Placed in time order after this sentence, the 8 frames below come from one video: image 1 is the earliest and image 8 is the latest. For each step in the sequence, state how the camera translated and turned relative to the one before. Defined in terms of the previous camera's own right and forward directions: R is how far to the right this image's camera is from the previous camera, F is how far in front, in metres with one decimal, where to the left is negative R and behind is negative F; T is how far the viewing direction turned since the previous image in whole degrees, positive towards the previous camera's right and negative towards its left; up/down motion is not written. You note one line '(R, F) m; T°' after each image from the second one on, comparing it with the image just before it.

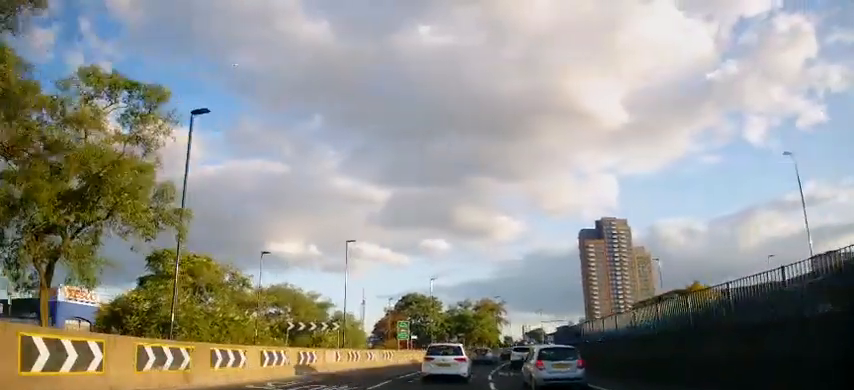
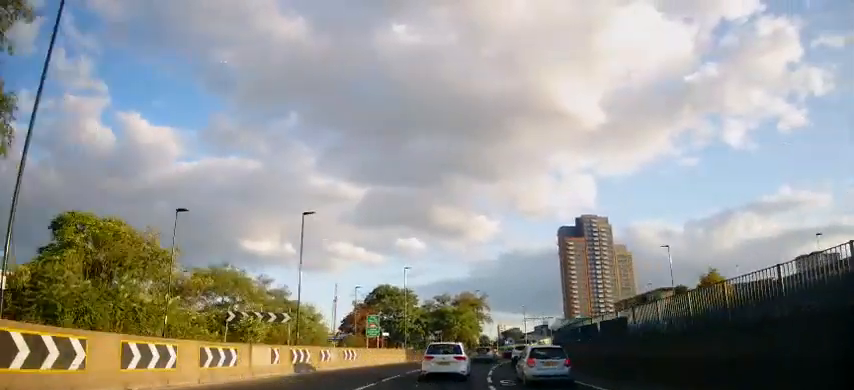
(+0.3, +8.2) m; +3°
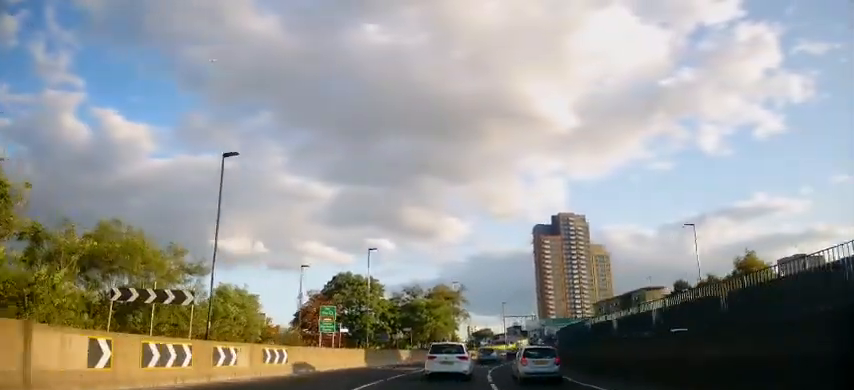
(+0.3, +10.8) m; +3°
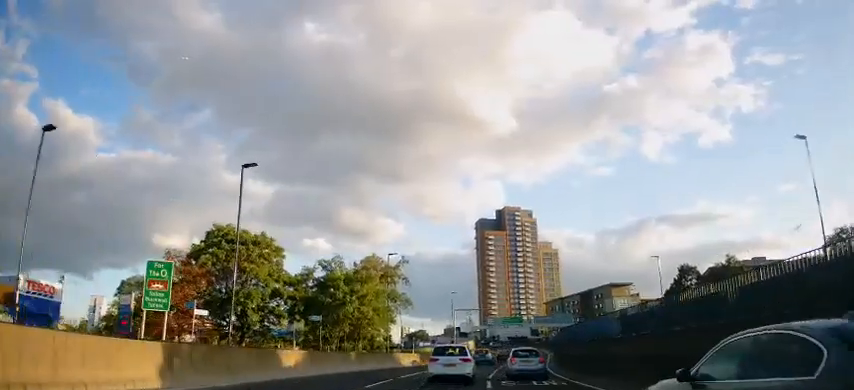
(+1.4, +21.5) m; +8°
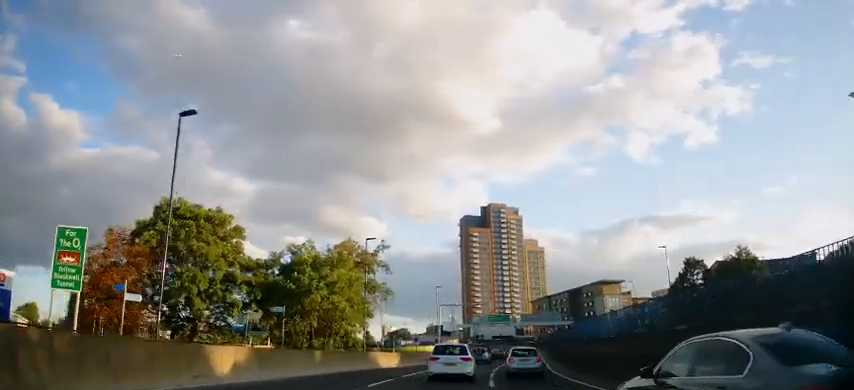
(0.0, +6.0) m; +2°
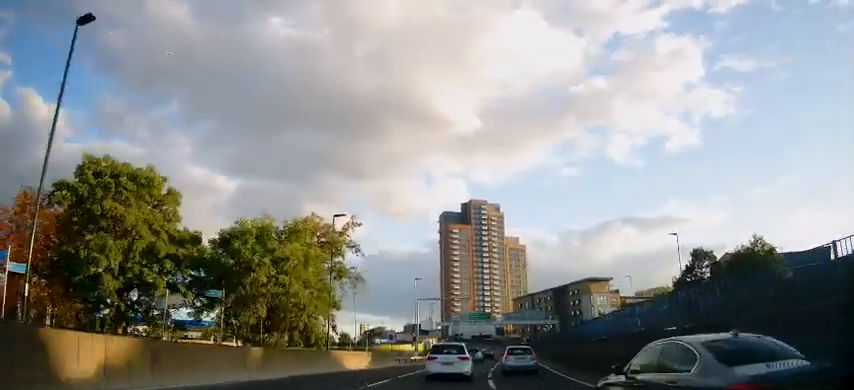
(+0.3, +6.9) m; +2°
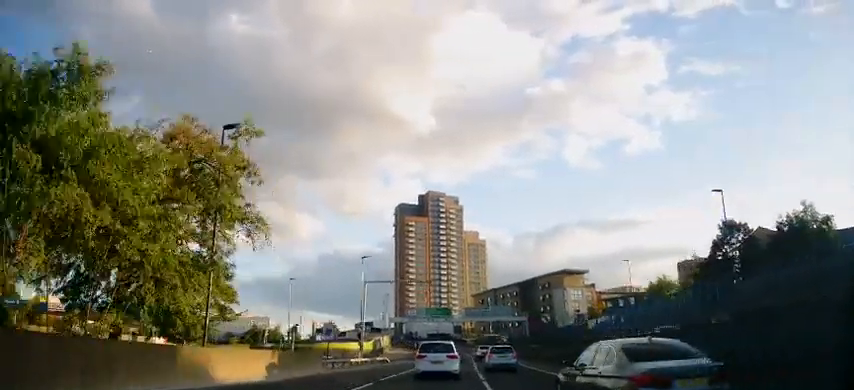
(+0.5, +14.5) m; +4°
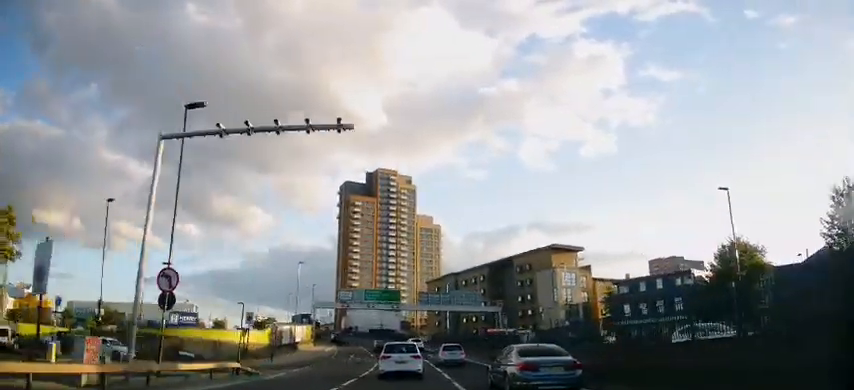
(+2.3, +30.5) m; +7°
